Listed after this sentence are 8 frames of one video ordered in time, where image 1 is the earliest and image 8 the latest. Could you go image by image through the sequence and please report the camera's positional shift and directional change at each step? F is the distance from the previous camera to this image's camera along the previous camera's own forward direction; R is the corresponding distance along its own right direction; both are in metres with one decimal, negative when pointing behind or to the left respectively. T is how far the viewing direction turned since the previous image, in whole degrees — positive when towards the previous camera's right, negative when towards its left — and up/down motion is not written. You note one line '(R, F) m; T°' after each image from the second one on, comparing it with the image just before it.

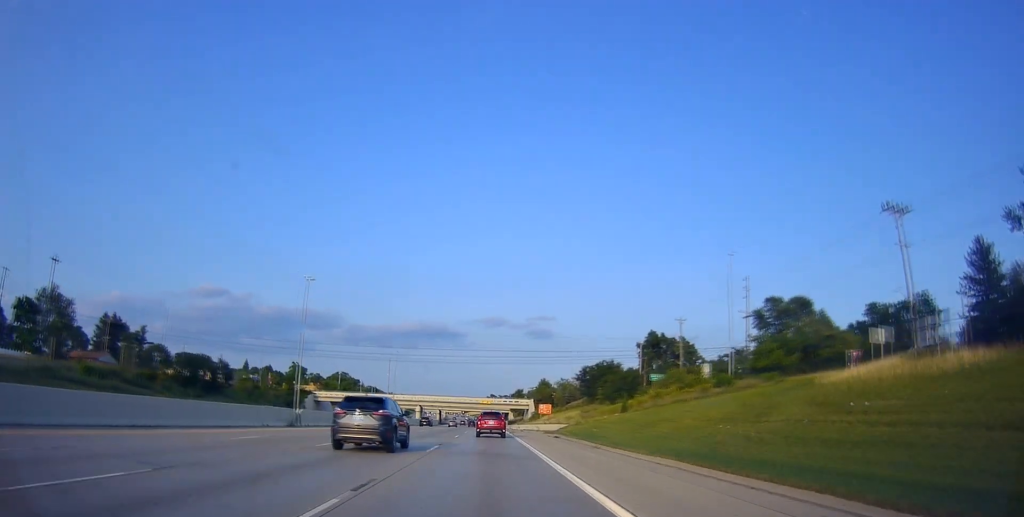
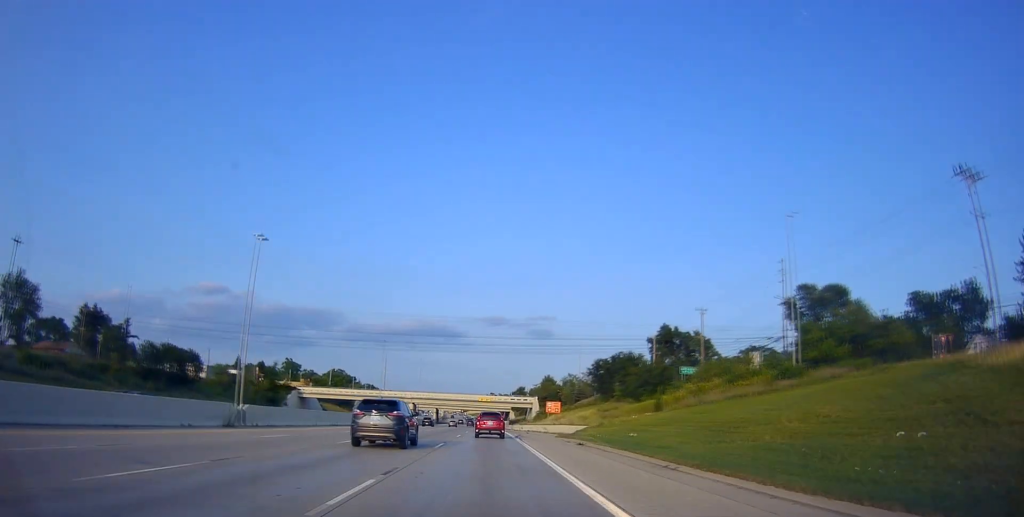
(-0.1, +12.6) m; 0°
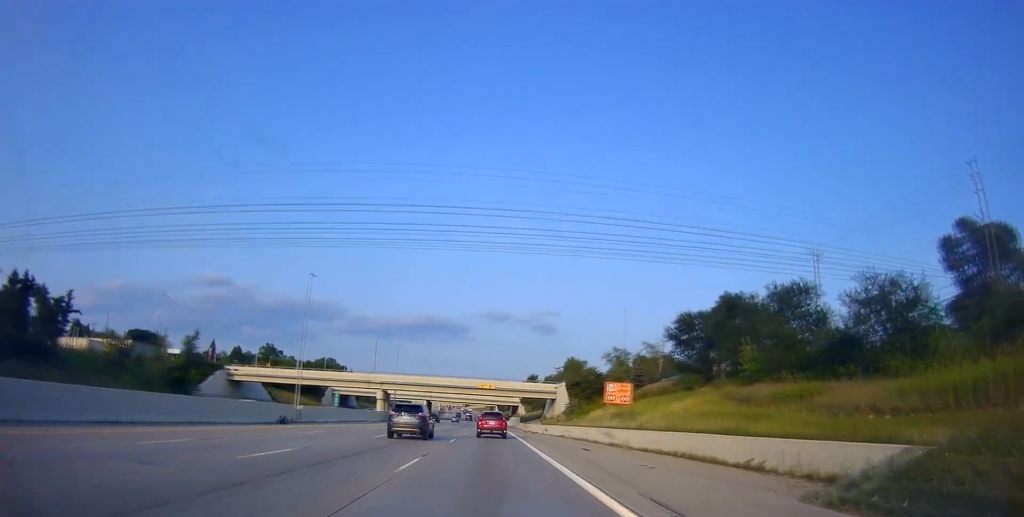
(+1.2, +40.6) m; +2°
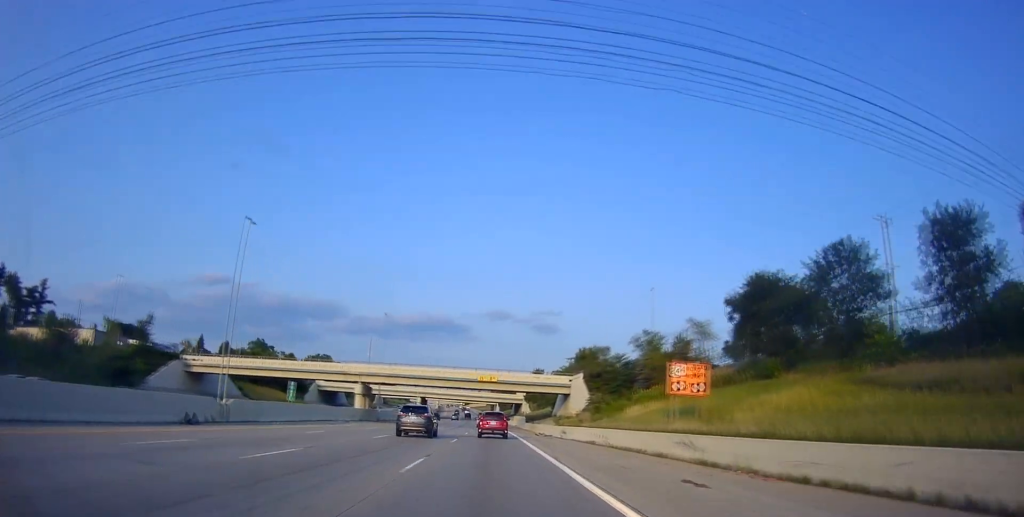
(+0.1, +15.4) m; 0°
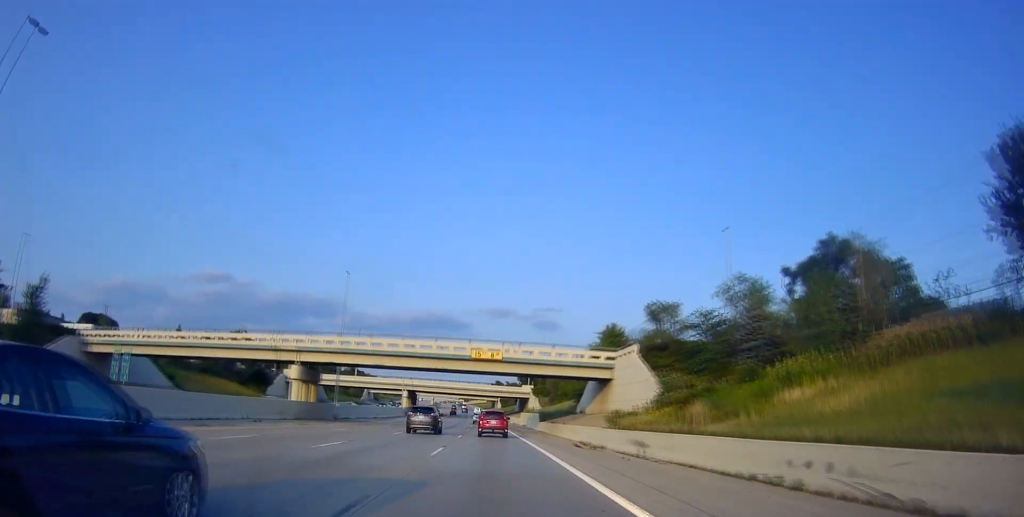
(-0.7, +25.4) m; -1°
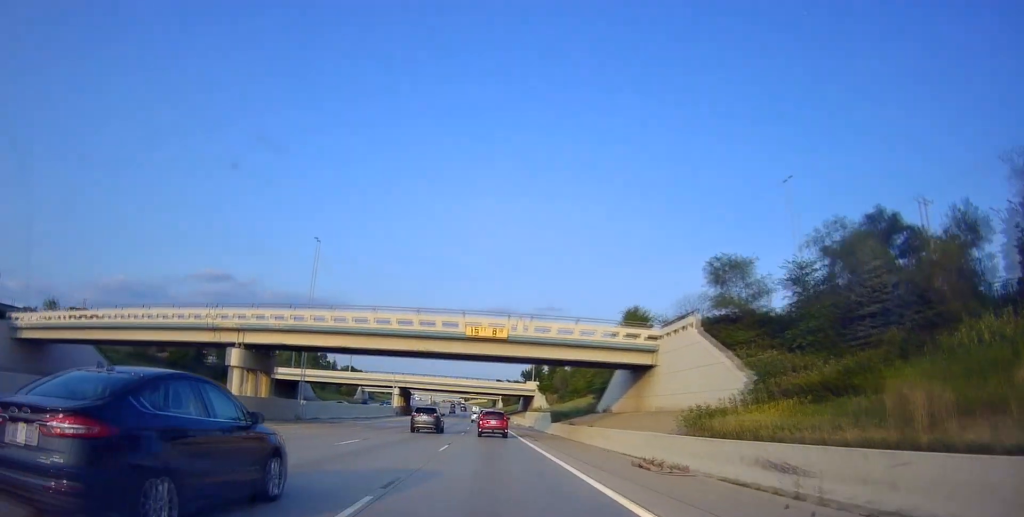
(+0.2, +12.7) m; +1°
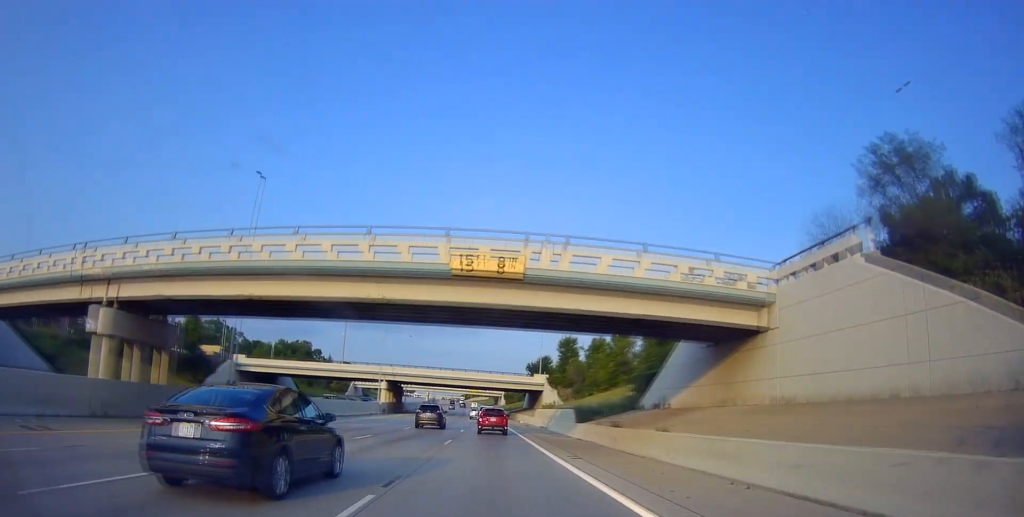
(+0.1, +15.3) m; 0°
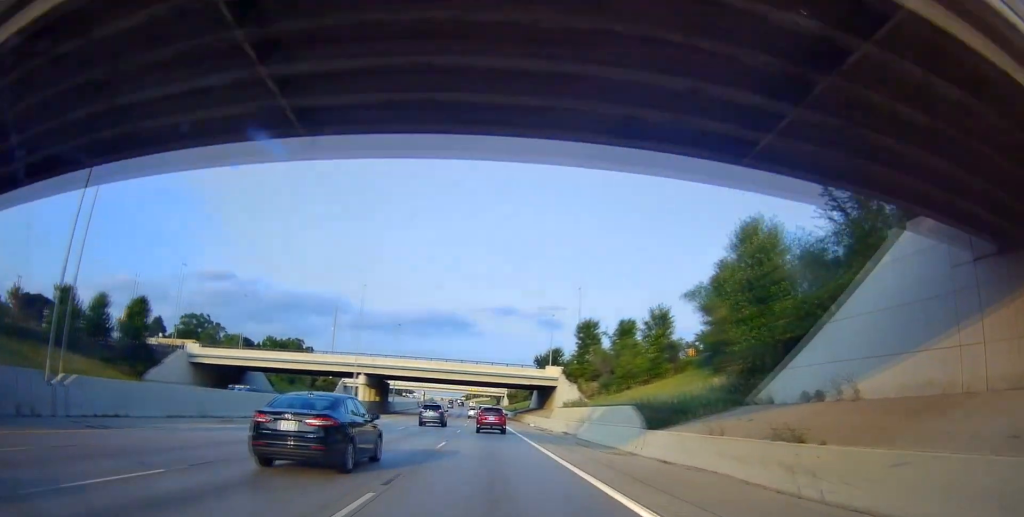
(+0.1, +18.0) m; -1°
